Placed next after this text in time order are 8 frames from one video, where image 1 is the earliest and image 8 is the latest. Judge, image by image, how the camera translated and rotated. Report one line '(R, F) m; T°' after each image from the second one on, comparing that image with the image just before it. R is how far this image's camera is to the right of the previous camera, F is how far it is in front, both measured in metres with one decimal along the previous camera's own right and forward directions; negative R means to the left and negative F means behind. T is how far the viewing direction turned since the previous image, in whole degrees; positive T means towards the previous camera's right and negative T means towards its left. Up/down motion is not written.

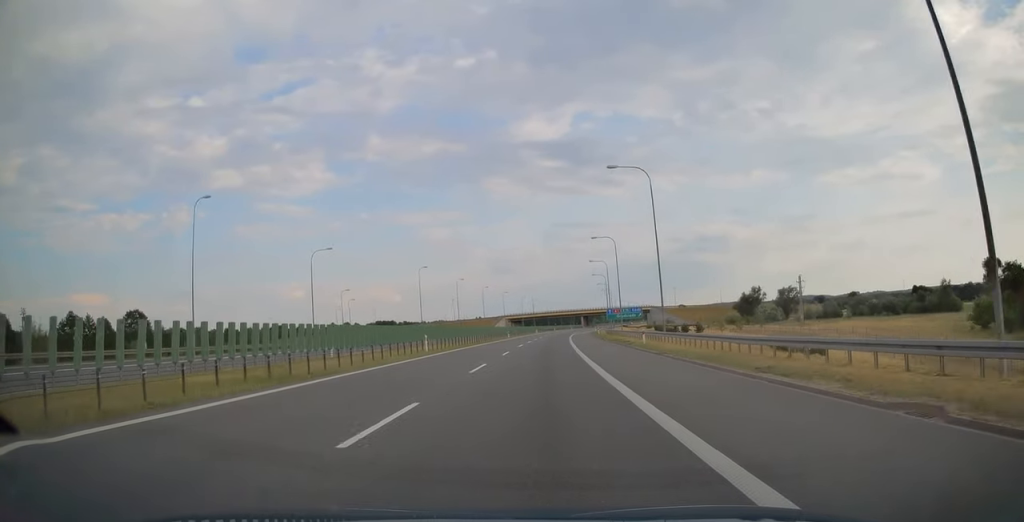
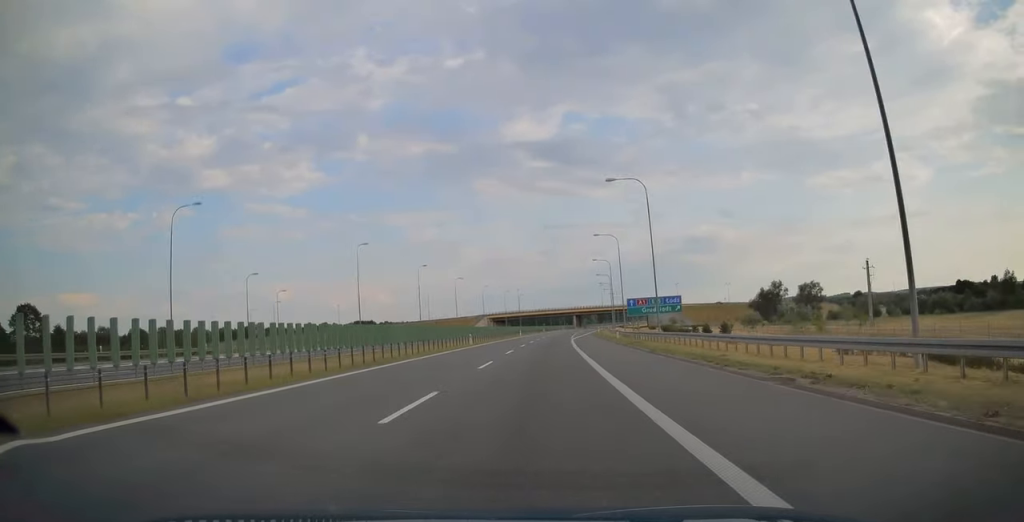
(+0.5, +34.3) m; +1°
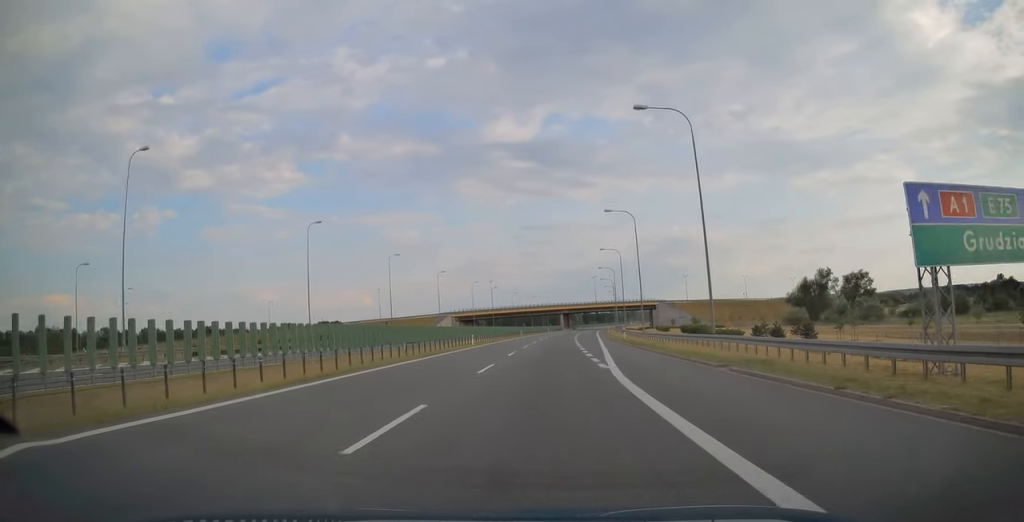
(+0.8, +50.1) m; +2°
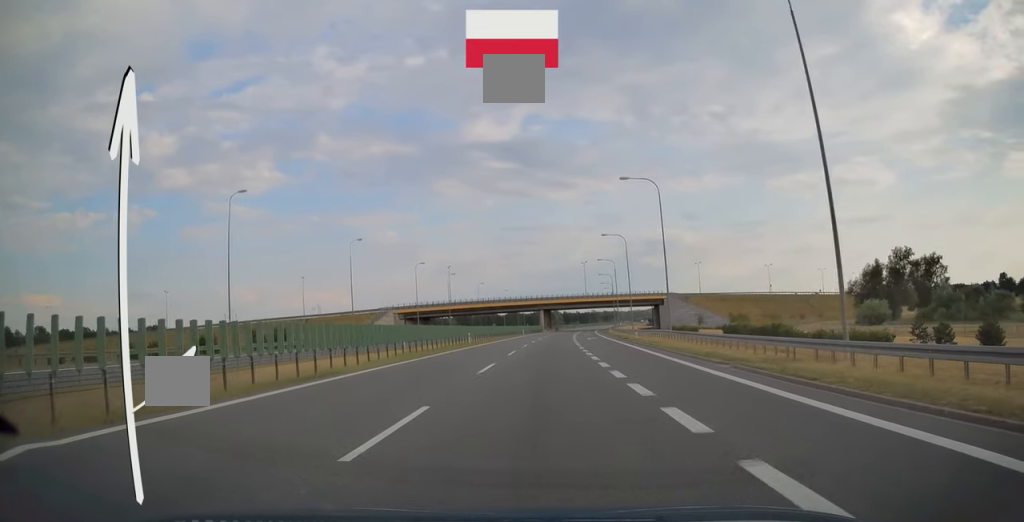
(+0.5, +48.5) m; +2°
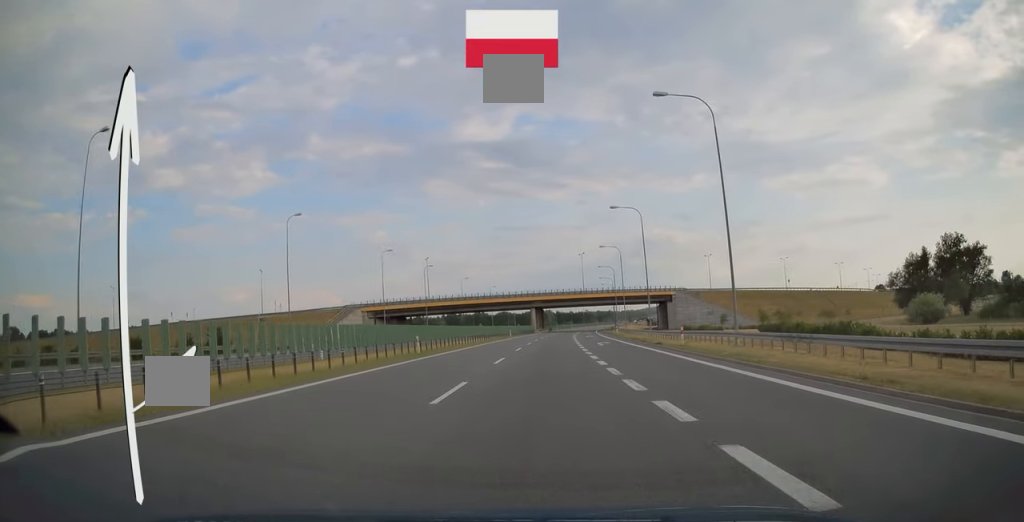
(+0.2, +19.6) m; +1°
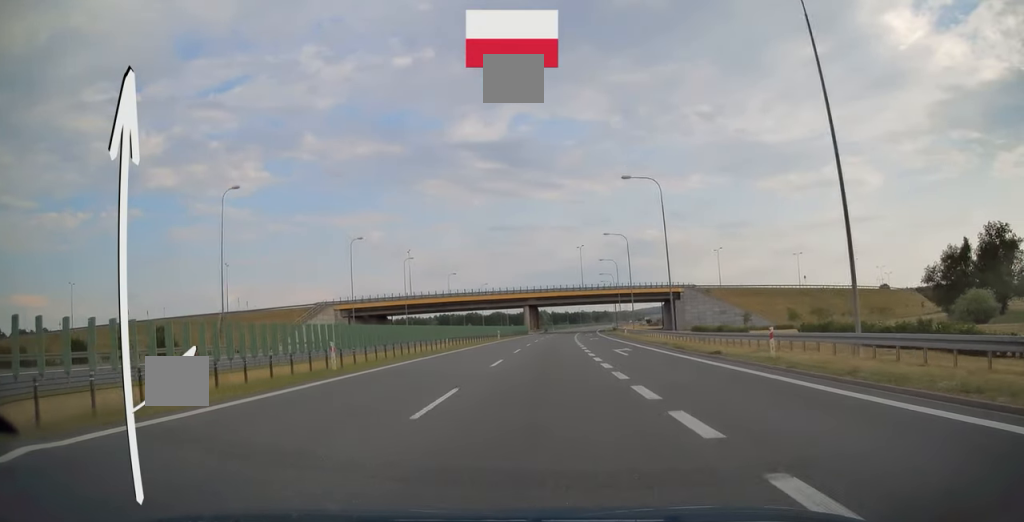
(+0.1, +13.7) m; +1°
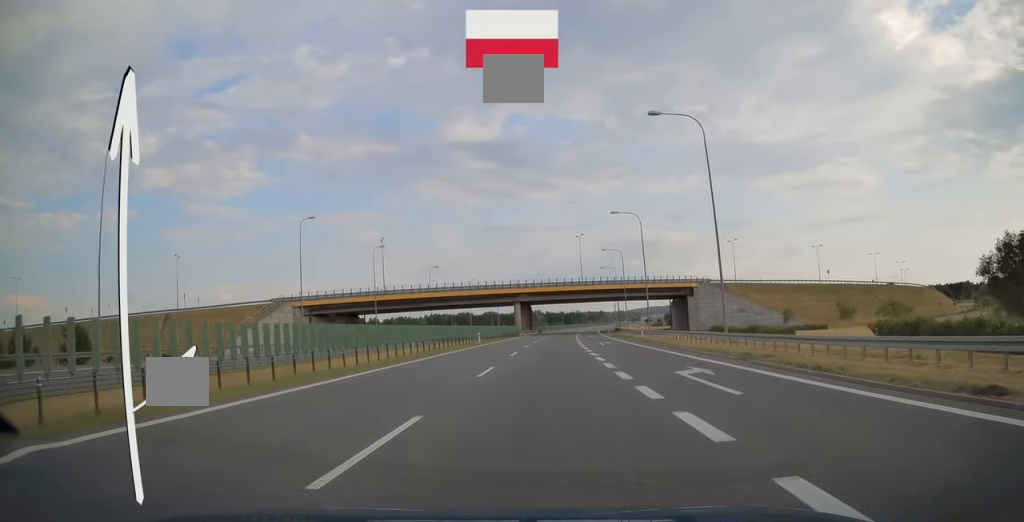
(+0.1, +16.4) m; +1°
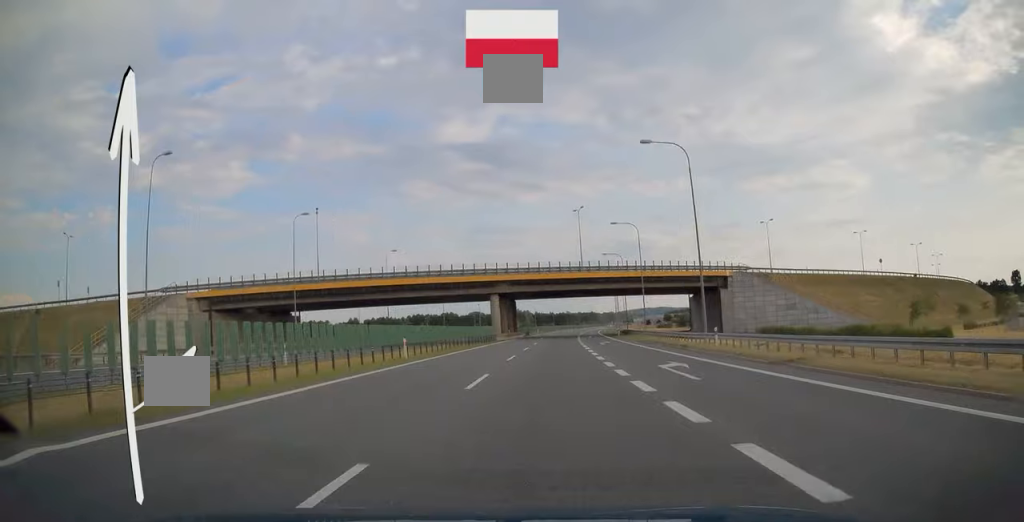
(+0.2, +27.3) m; +1°
